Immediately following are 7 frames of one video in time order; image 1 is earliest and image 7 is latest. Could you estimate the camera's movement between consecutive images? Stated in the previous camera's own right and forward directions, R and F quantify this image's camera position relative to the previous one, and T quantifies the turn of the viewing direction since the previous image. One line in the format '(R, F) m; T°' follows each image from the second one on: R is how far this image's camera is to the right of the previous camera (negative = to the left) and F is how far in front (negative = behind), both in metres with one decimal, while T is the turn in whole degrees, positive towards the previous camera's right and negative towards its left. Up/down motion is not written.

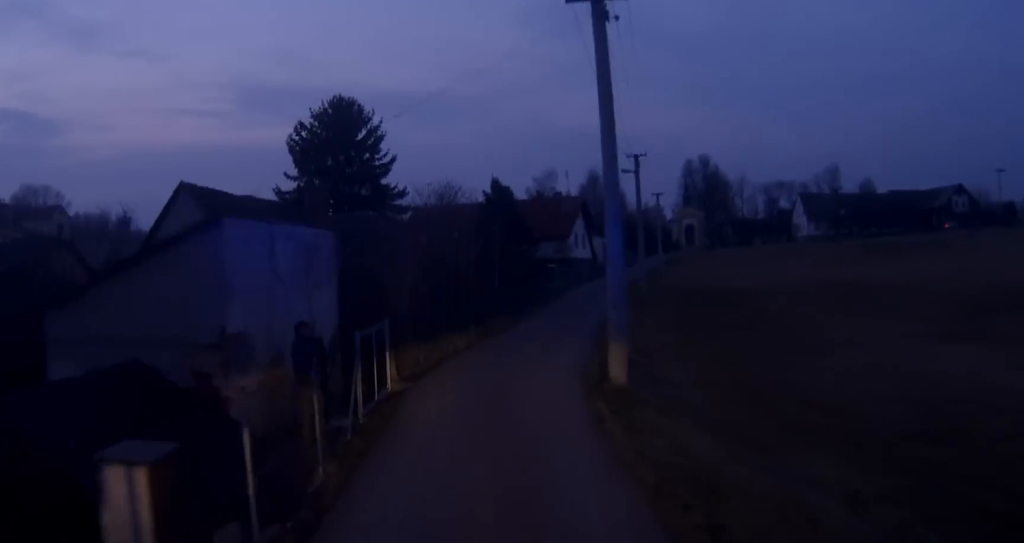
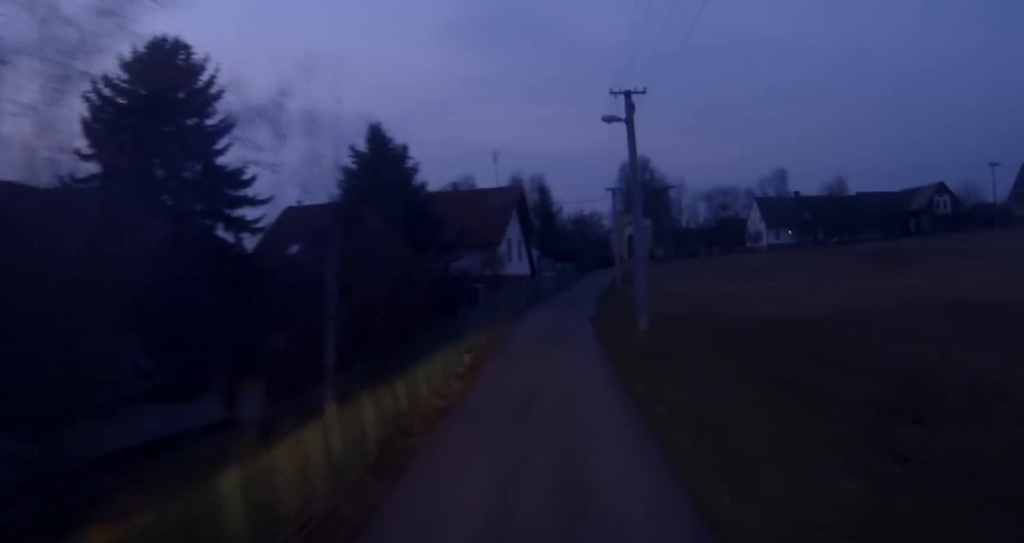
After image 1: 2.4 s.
(+1.0, +17.5) m; +7°
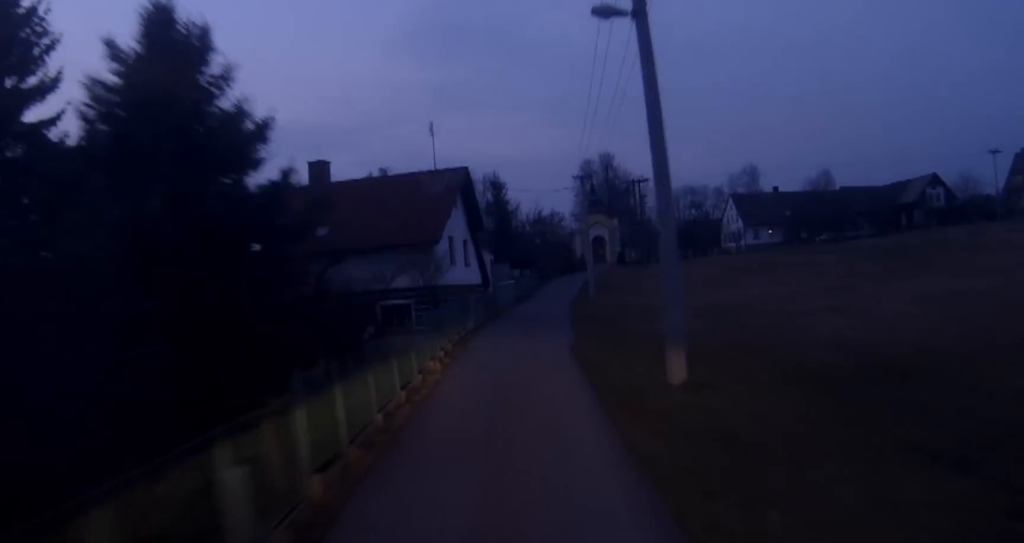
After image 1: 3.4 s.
(+0.1, +11.1) m; +2°
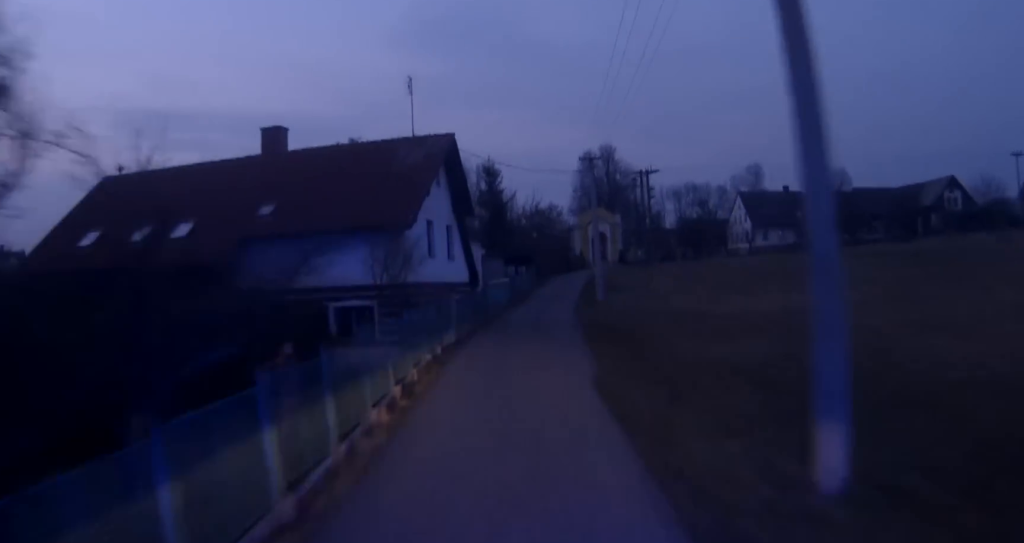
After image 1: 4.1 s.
(+0.1, +7.6) m; +1°
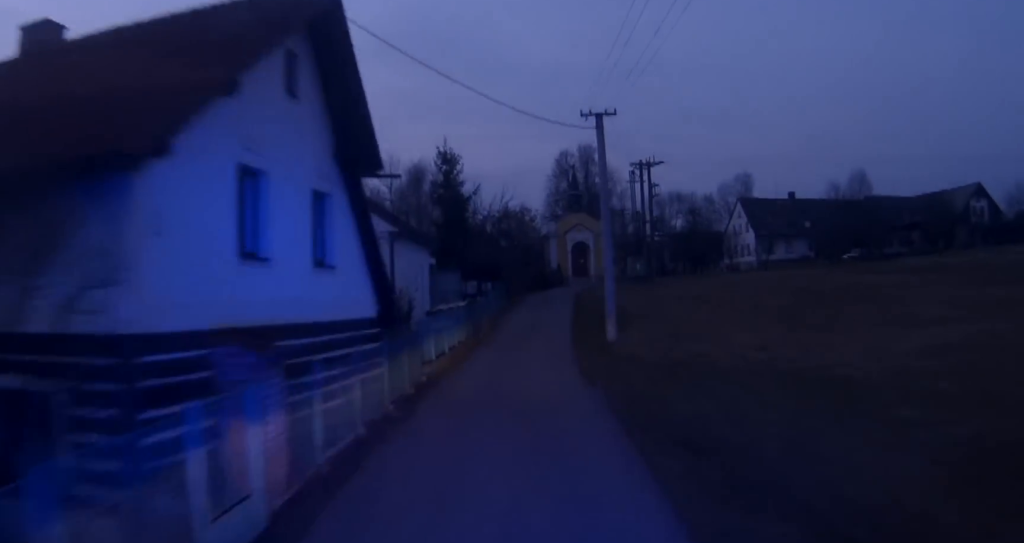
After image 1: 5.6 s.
(+0.4, +16.7) m; +3°
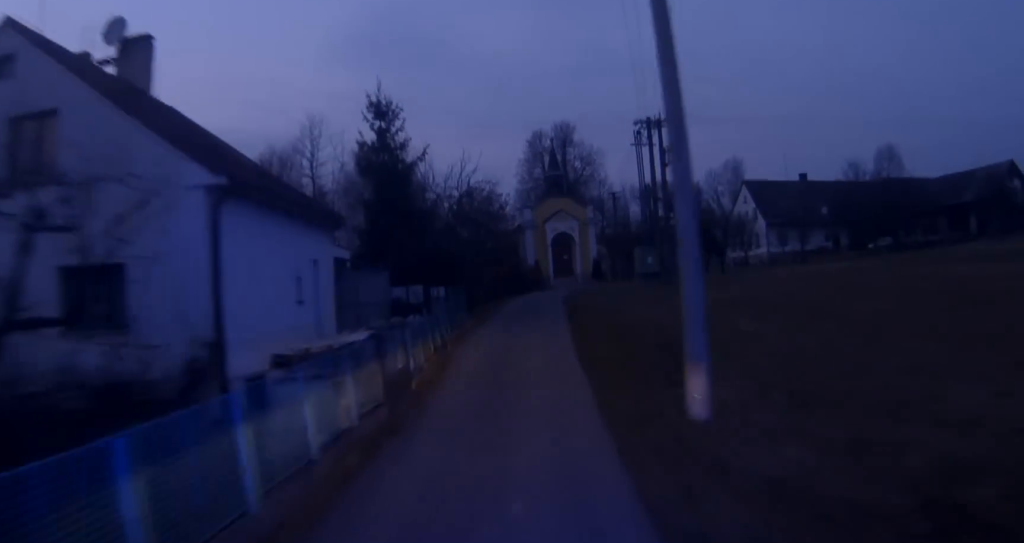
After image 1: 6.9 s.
(+0.3, +14.6) m; +1°
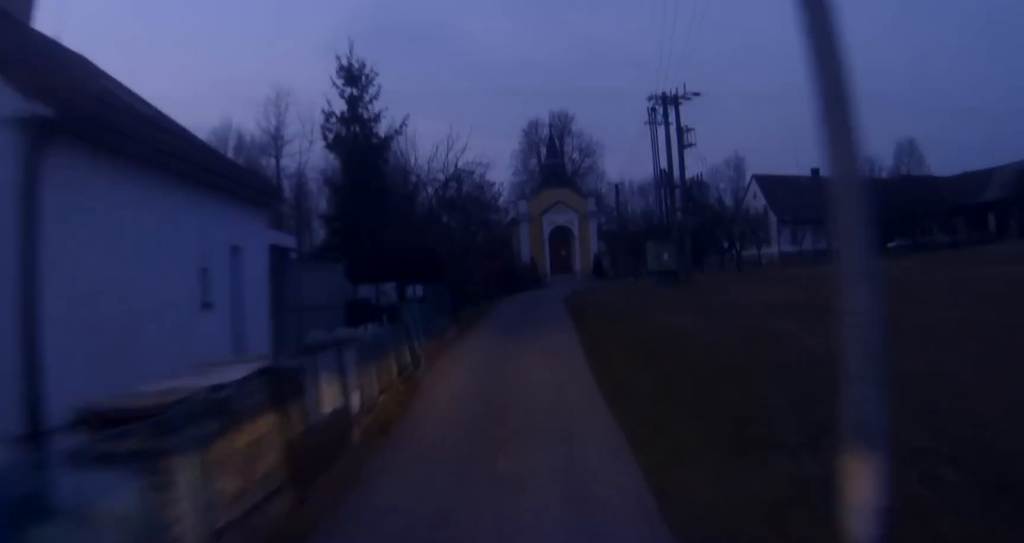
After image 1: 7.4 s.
(0.0, +5.6) m; 0°
